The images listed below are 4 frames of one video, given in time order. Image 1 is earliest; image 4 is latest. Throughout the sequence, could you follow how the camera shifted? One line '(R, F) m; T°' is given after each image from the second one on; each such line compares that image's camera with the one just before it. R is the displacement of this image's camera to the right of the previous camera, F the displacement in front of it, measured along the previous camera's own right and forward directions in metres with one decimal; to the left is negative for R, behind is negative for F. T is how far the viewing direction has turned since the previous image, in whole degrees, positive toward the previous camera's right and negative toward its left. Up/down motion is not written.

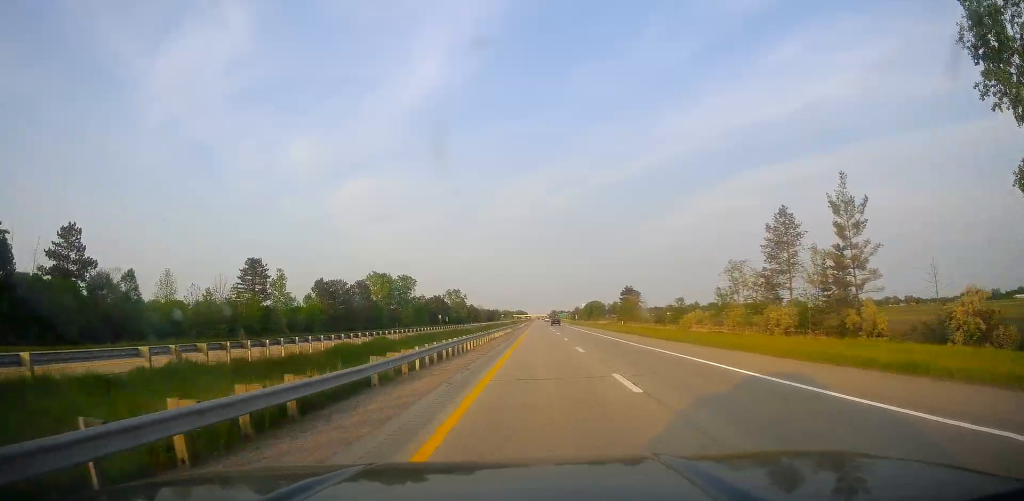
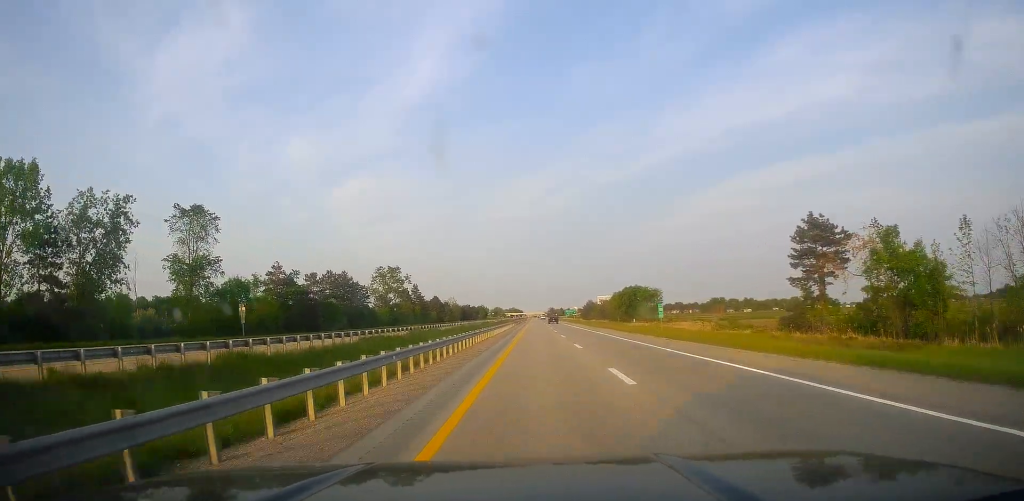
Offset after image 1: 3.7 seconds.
(+0.4, +135.7) m; +1°
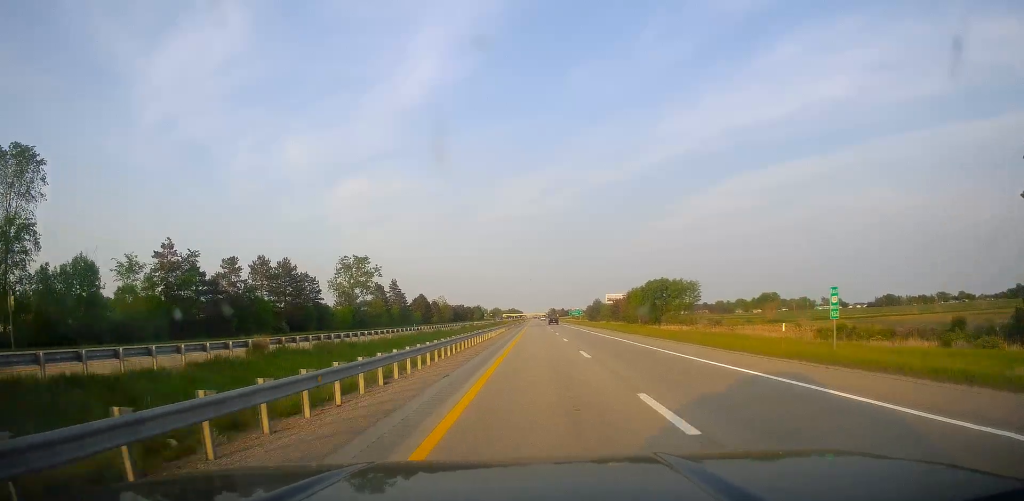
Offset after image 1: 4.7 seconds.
(+0.4, +36.2) m; +1°
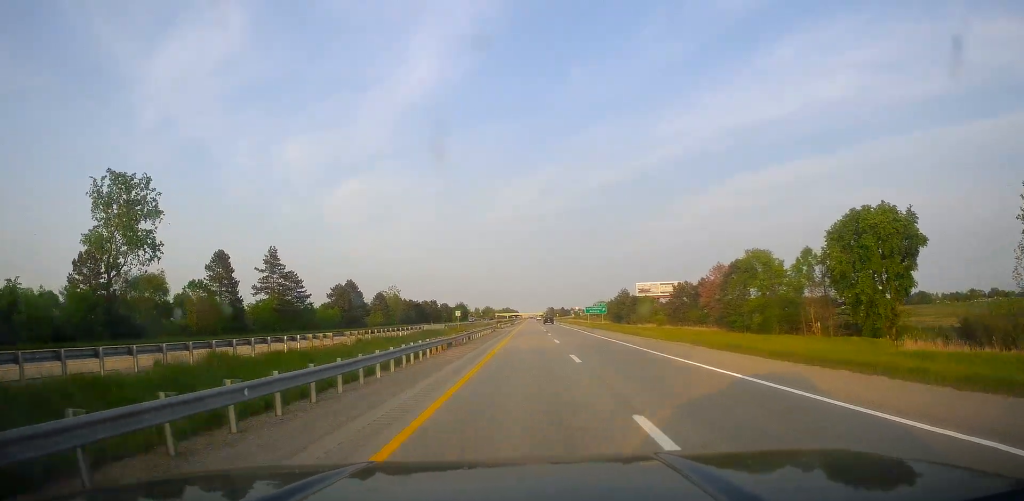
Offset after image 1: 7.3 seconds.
(-1.0, +93.1) m; -1°
